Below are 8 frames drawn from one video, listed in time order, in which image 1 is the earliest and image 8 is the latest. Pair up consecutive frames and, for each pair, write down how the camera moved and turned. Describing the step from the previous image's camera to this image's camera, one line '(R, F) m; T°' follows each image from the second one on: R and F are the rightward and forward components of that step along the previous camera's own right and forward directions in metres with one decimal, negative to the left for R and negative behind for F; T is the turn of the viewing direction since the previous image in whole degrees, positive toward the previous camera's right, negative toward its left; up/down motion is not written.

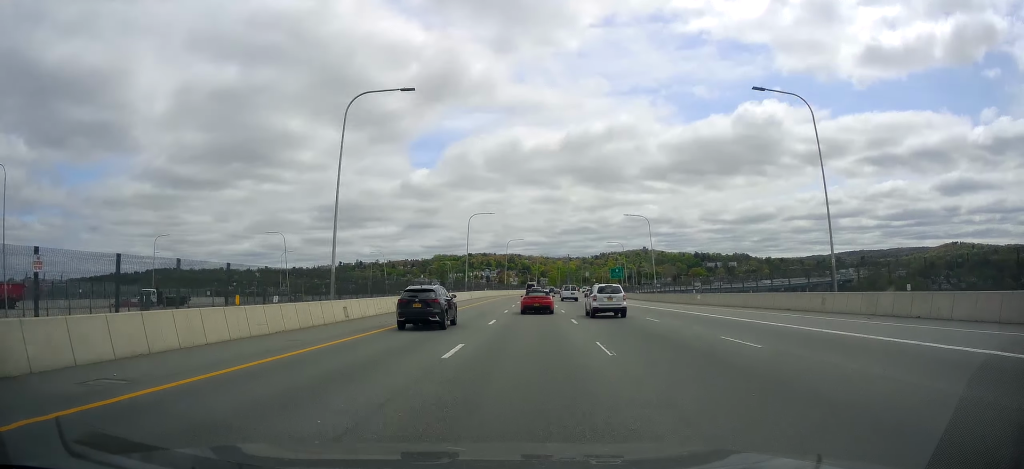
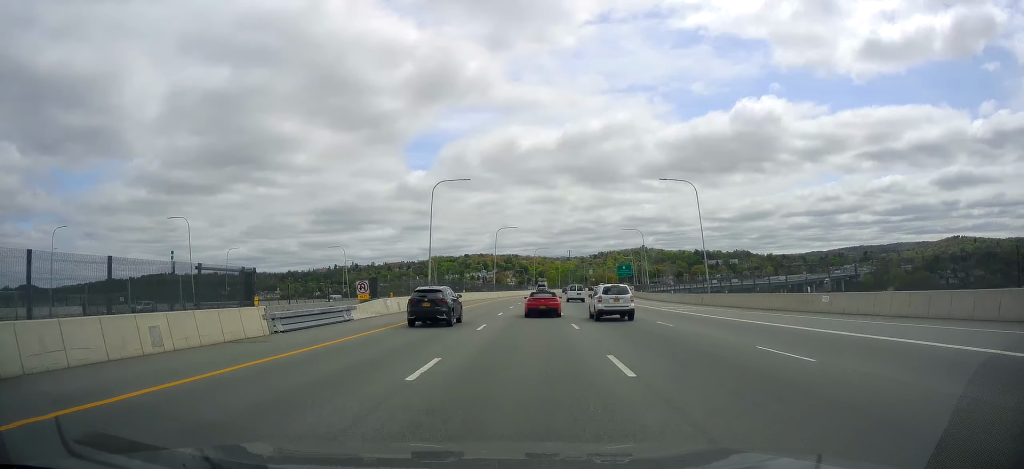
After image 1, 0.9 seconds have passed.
(+0.1, +27.5) m; +1°
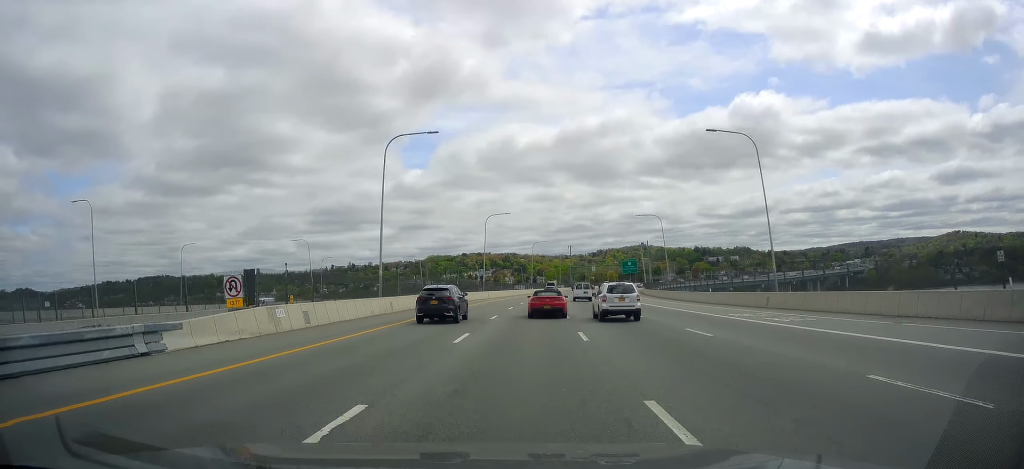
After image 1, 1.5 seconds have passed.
(+0.2, +17.6) m; +1°
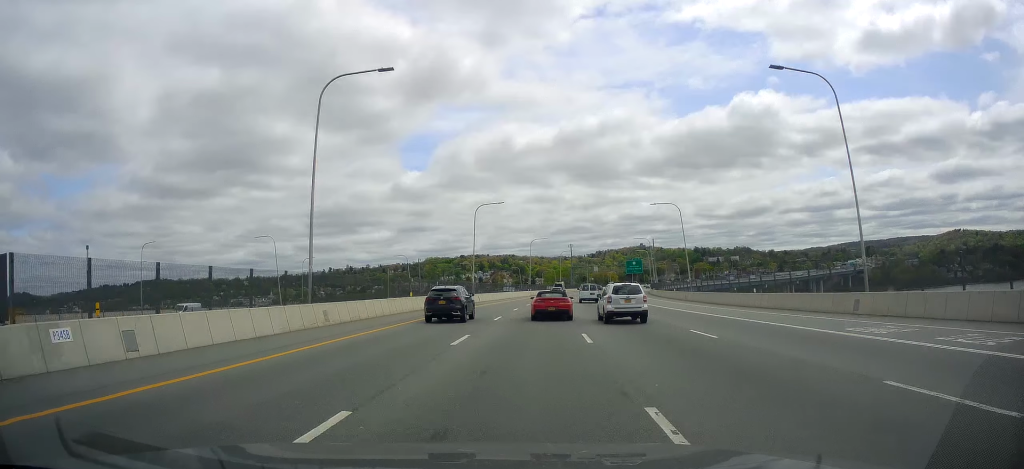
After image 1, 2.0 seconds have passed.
(0.0, +12.6) m; 0°
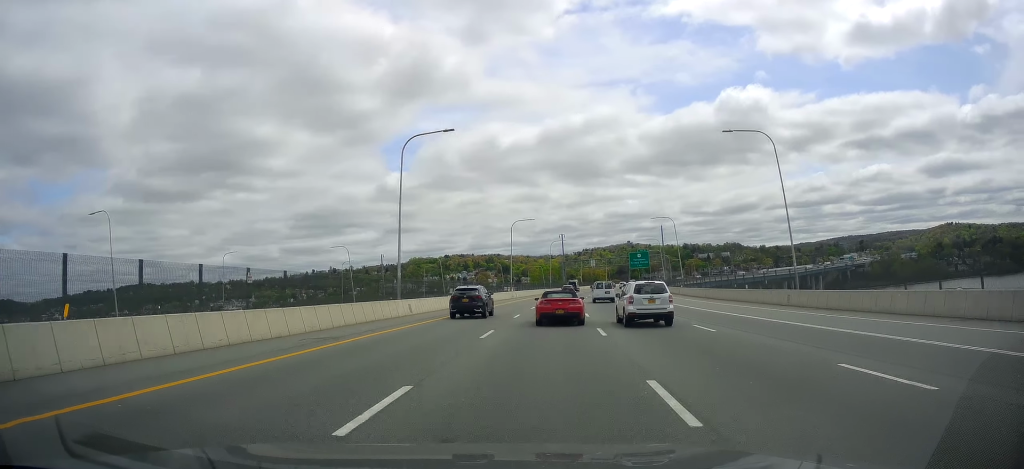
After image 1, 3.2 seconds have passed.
(0.0, +34.9) m; +1°
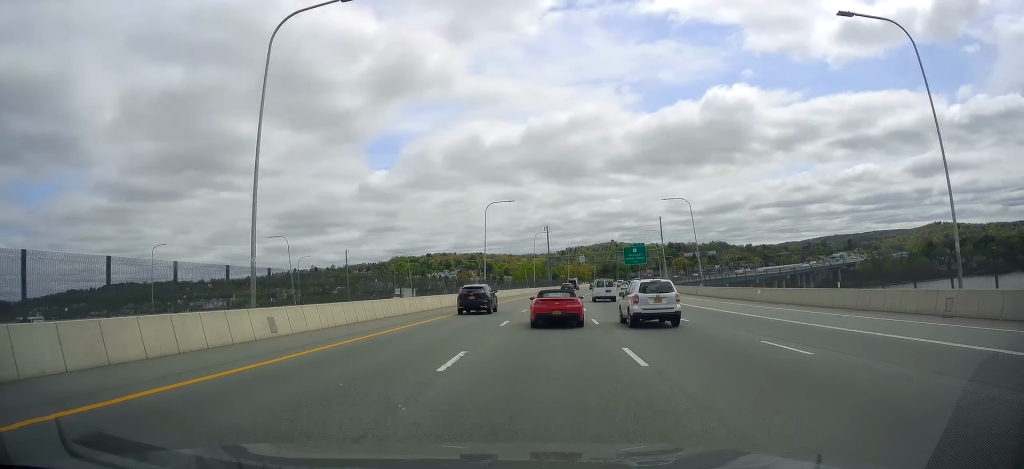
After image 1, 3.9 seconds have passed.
(+0.2, +20.2) m; +1°
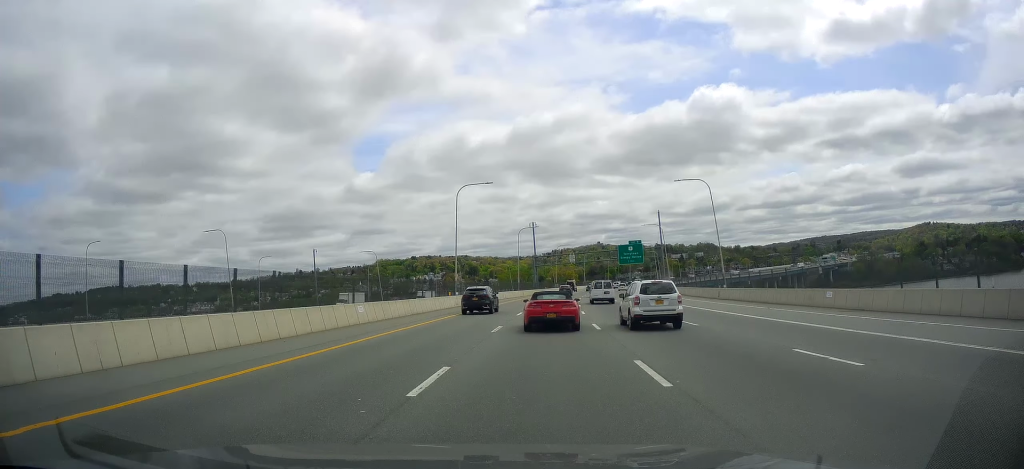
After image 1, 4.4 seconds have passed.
(+0.1, +15.4) m; +1°
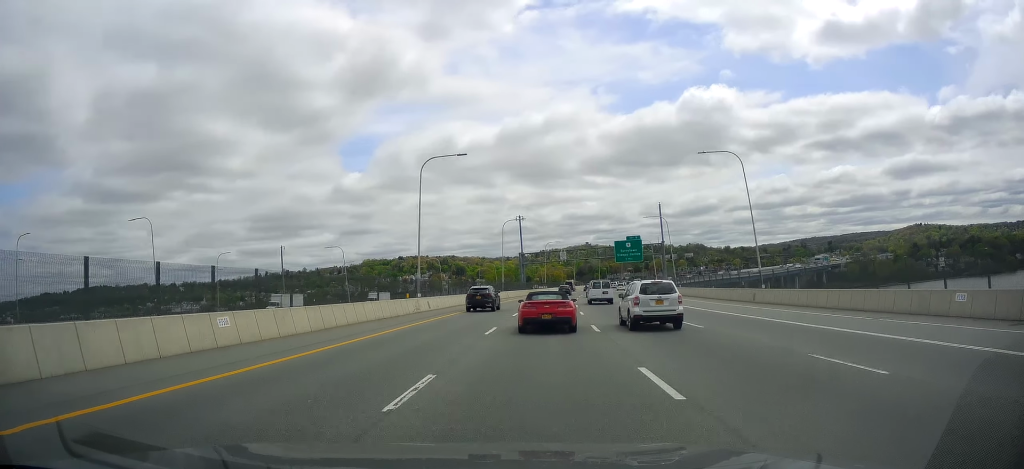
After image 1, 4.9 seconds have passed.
(0.0, +13.9) m; +1°
